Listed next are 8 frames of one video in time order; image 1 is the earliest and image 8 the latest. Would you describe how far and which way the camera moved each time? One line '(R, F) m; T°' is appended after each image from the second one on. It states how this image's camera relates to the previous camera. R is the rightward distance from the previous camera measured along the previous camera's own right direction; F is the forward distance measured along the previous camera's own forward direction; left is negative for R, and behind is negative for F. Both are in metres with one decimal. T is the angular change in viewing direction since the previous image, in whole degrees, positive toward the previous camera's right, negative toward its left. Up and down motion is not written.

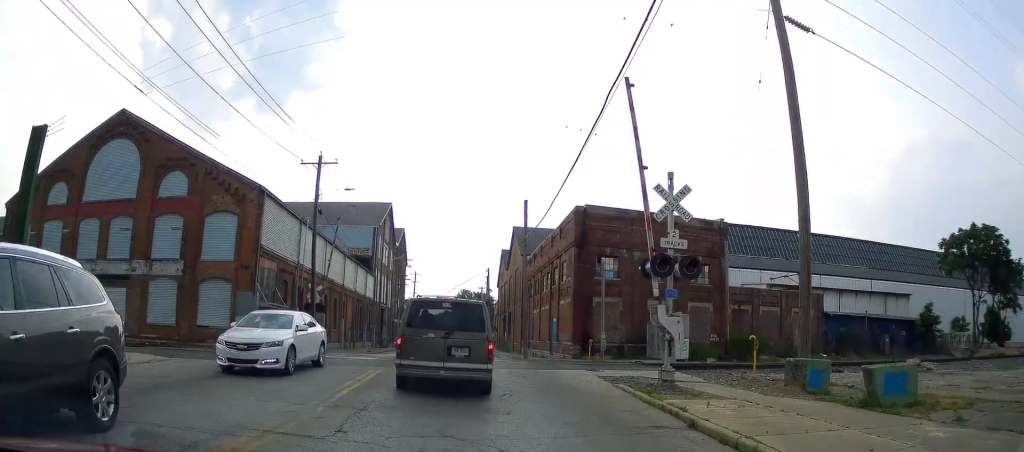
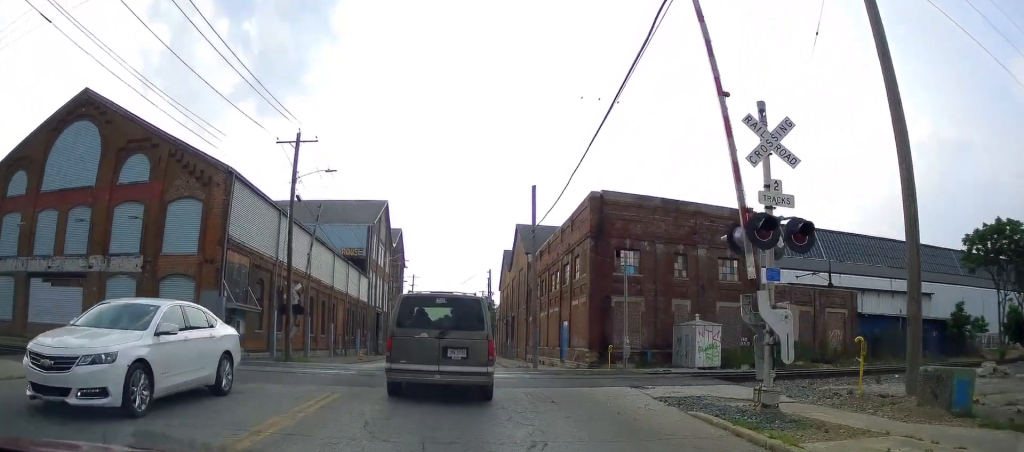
(-0.1, +6.0) m; +1°
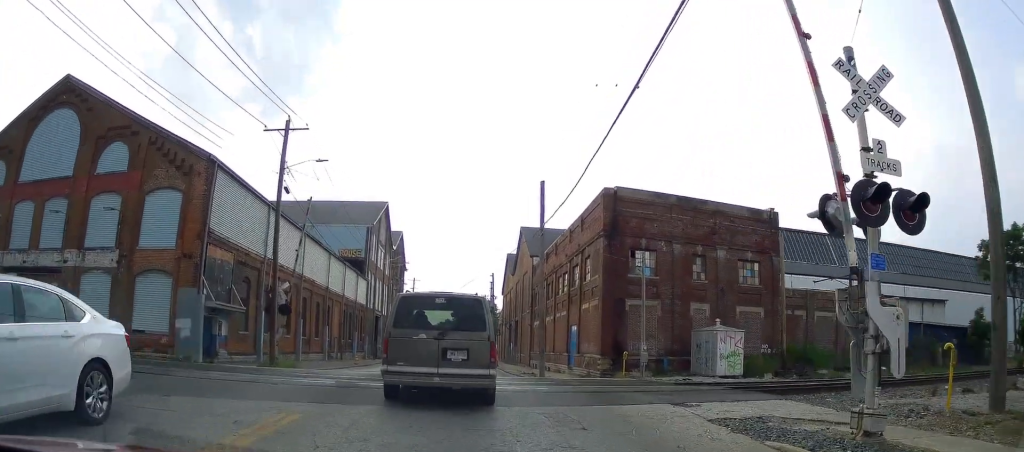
(+0.1, +3.2) m; 0°
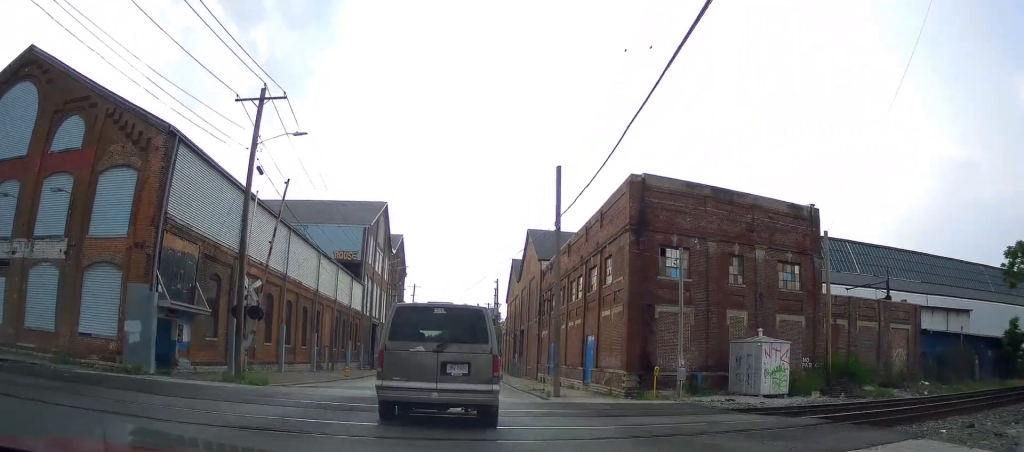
(+0.2, +5.7) m; -1°
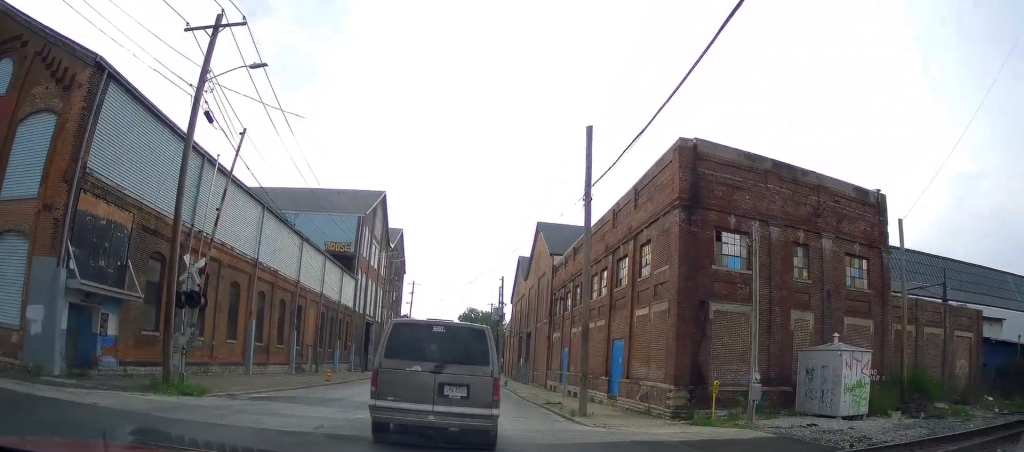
(-0.3, +7.0) m; +2°
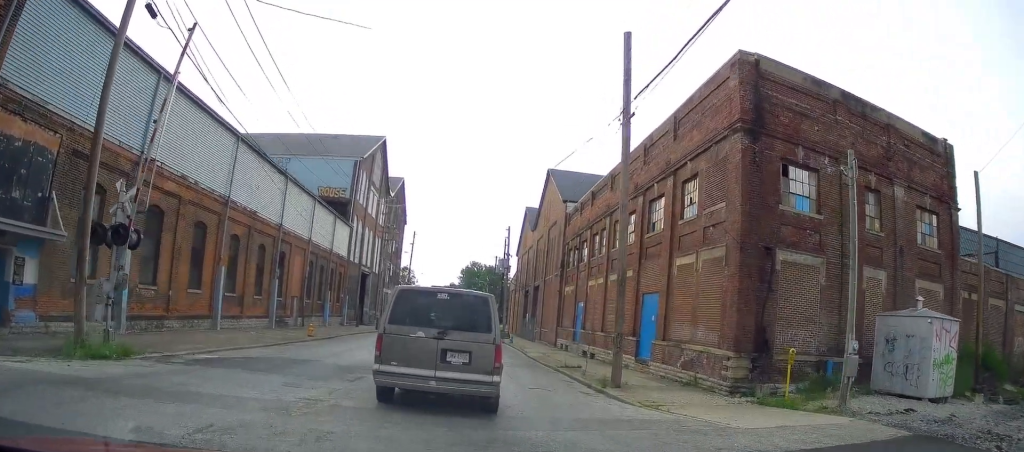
(+0.4, +5.1) m; +4°
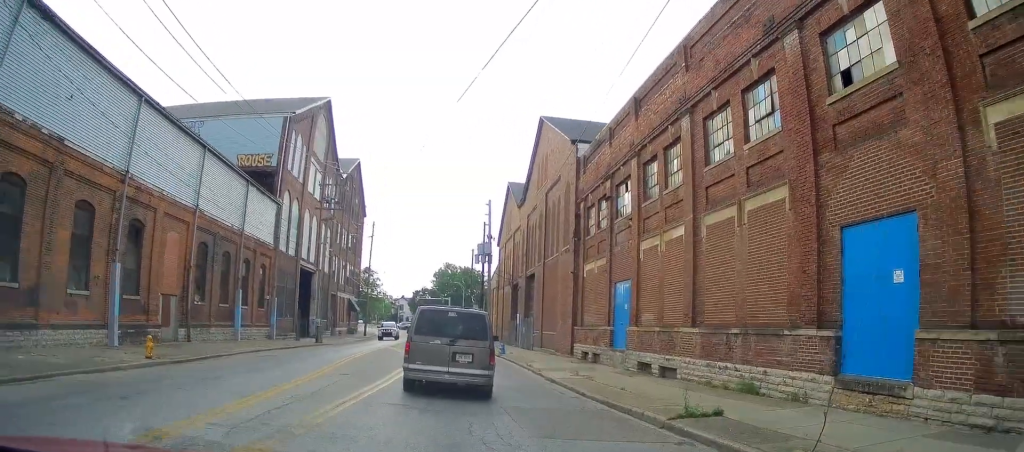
(-1.6, +15.2) m; -6°
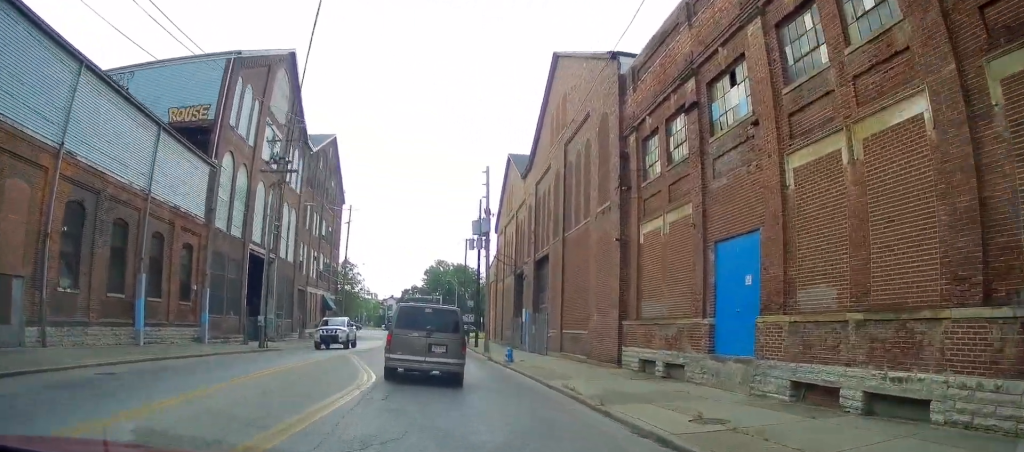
(-0.3, +10.0) m; -4°
